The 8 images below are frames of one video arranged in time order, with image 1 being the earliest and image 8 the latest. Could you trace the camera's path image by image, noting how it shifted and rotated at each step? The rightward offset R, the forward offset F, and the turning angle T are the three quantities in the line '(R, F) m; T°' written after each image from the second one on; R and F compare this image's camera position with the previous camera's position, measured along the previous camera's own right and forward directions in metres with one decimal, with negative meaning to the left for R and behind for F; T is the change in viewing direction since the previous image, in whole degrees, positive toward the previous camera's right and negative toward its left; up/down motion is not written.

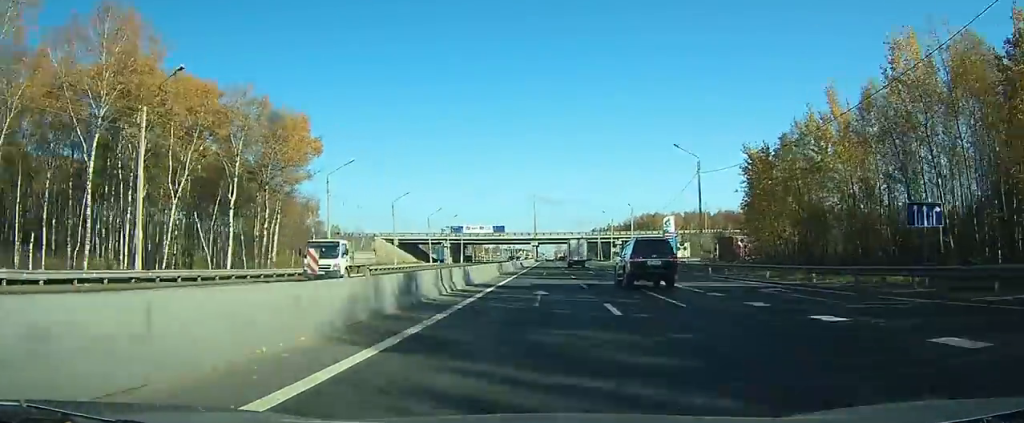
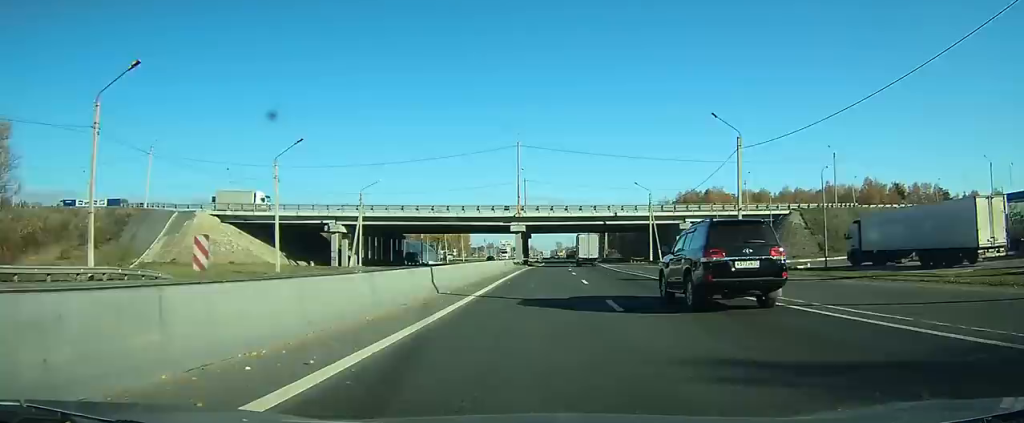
(+0.4, +87.4) m; 0°
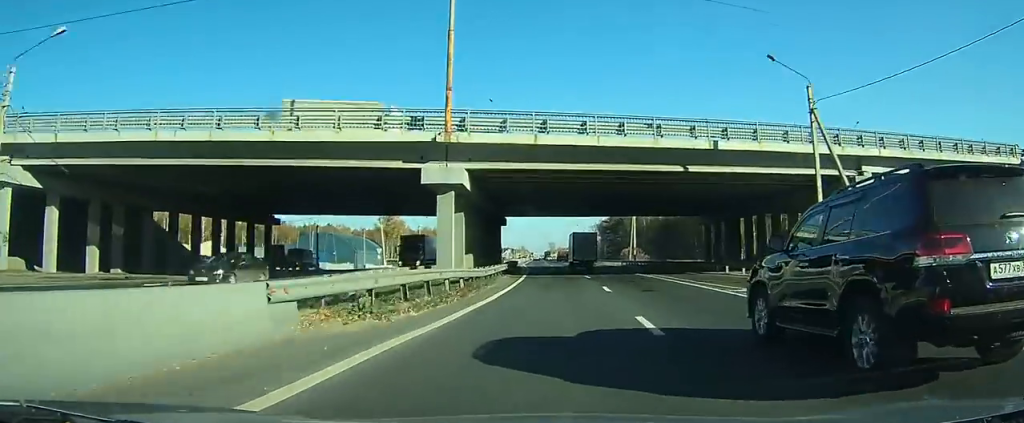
(-0.1, +51.2) m; 0°
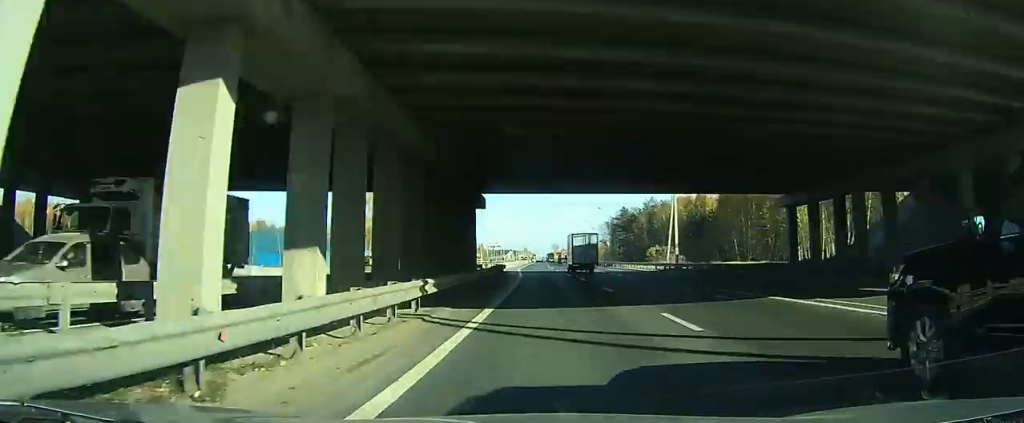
(0.0, +23.0) m; 0°
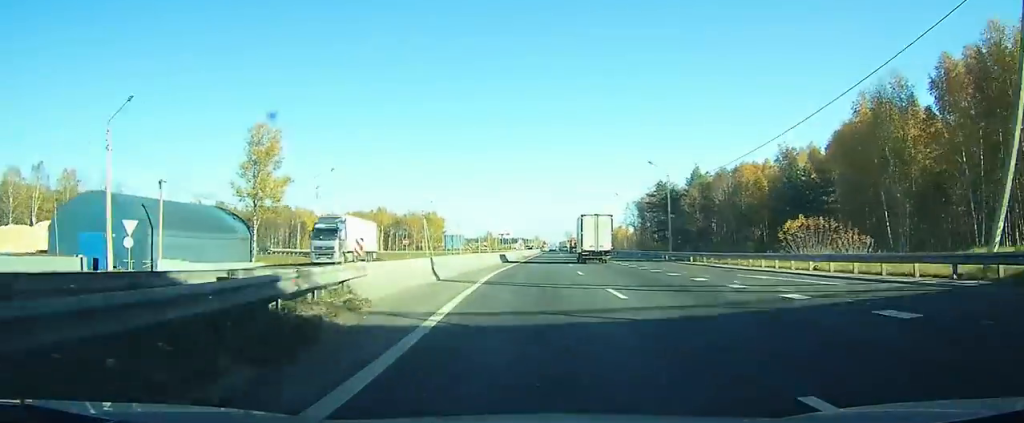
(-0.1, +41.4) m; -1°
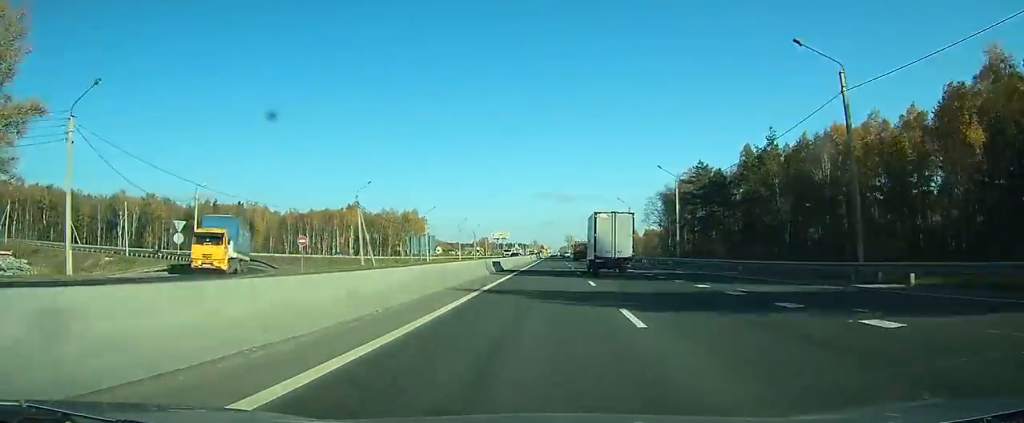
(-0.3, +40.8) m; -1°
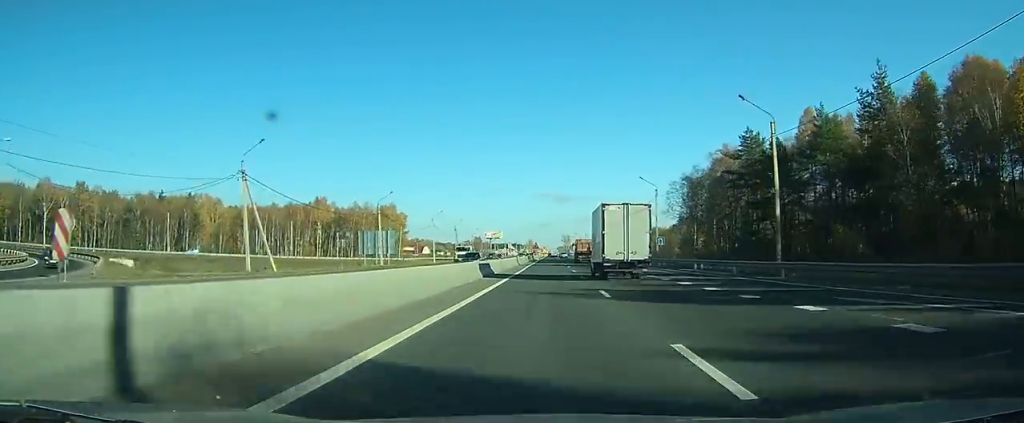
(-0.1, +29.8) m; 0°
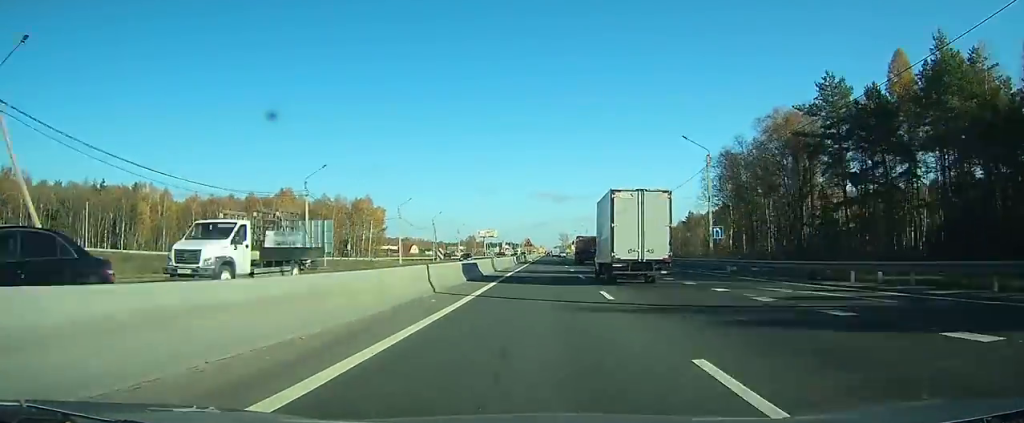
(0.0, +26.3) m; 0°
